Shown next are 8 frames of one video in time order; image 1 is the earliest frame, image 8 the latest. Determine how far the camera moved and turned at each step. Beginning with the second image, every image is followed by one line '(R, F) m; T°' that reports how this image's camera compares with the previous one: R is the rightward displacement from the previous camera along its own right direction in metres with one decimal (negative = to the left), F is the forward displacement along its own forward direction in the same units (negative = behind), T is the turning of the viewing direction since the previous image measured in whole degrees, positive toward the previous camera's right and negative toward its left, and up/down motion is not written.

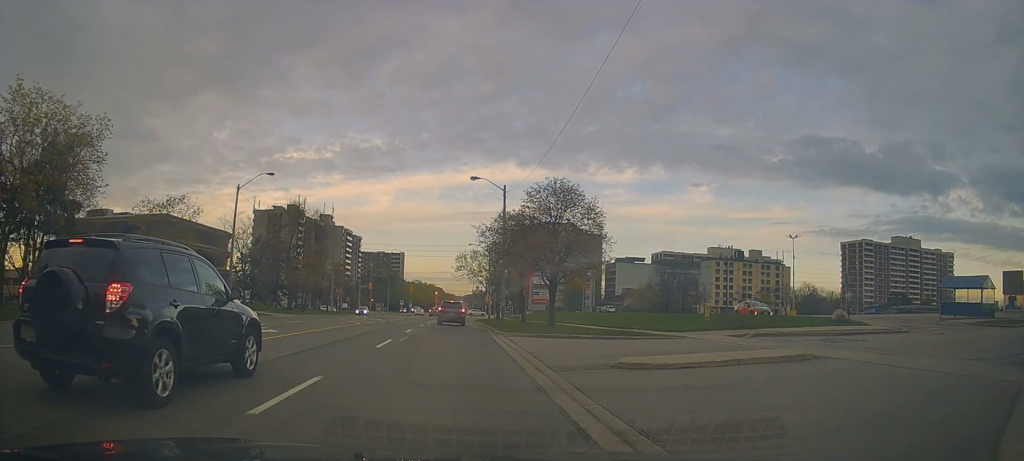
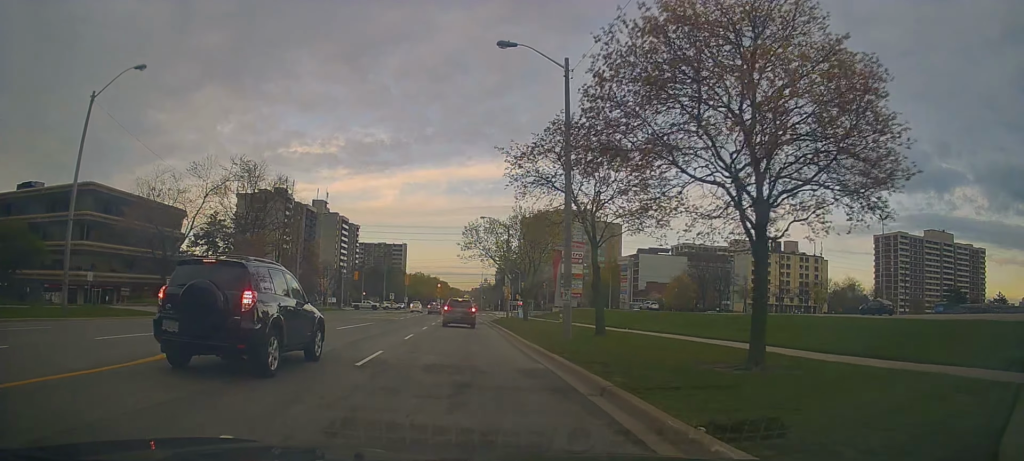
(-0.7, +23.3) m; -1°
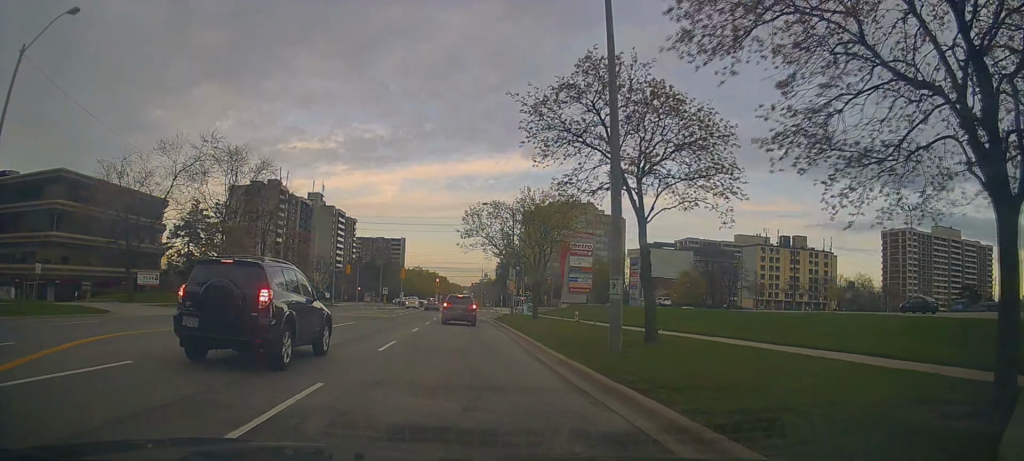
(+0.2, +6.3) m; +1°
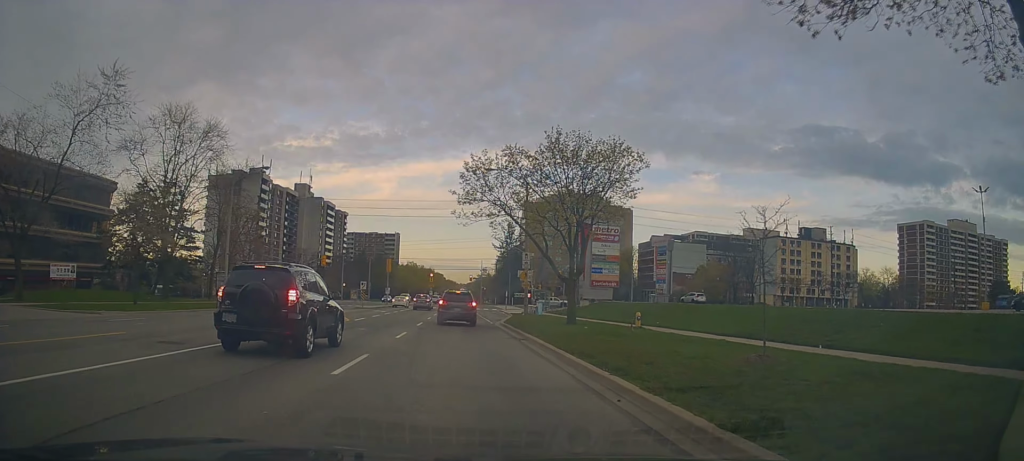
(0.0, +15.0) m; 0°
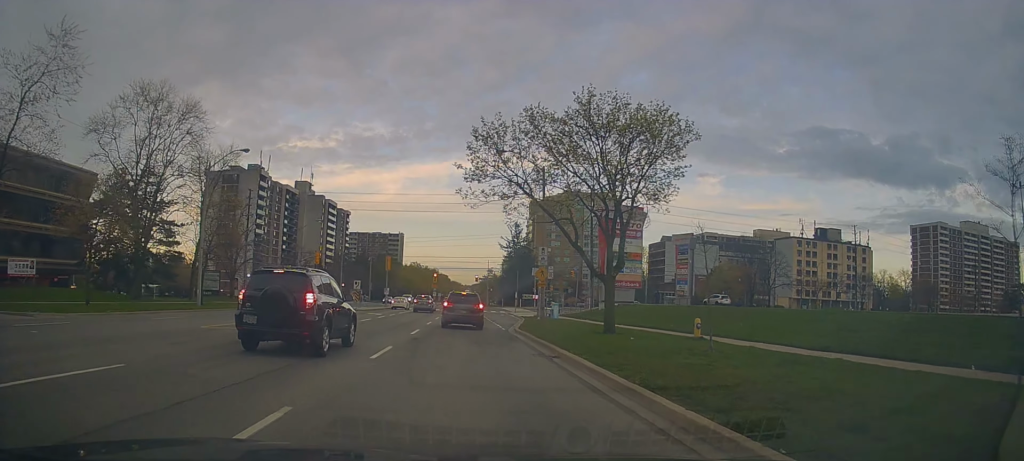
(0.0, +5.9) m; -1°
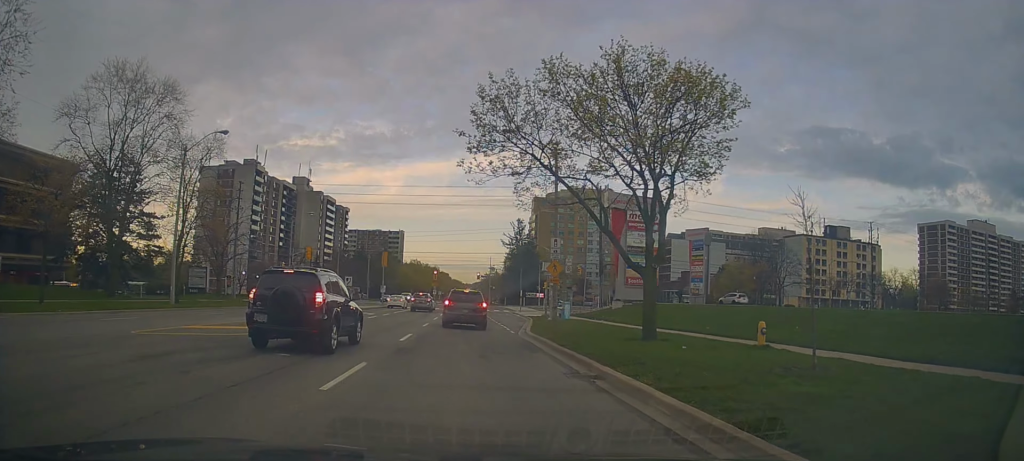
(0.0, +4.4) m; -1°
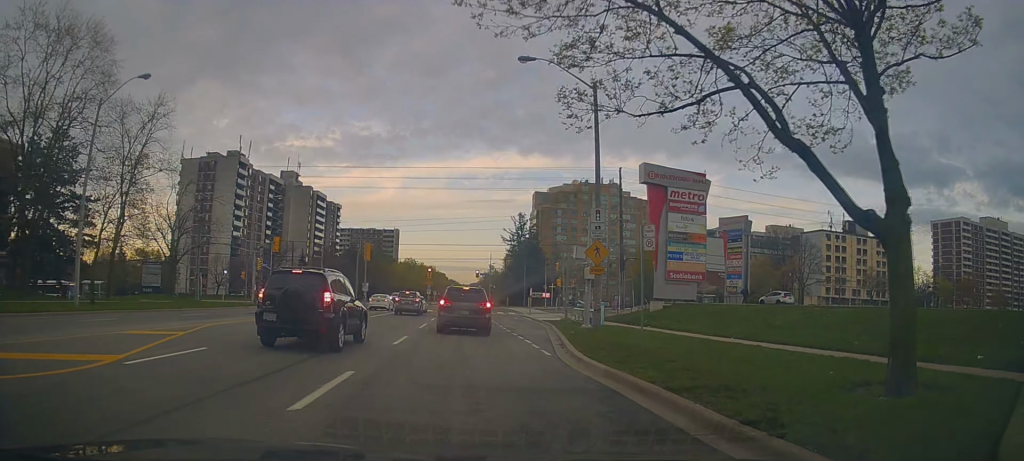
(-0.1, +10.9) m; +2°
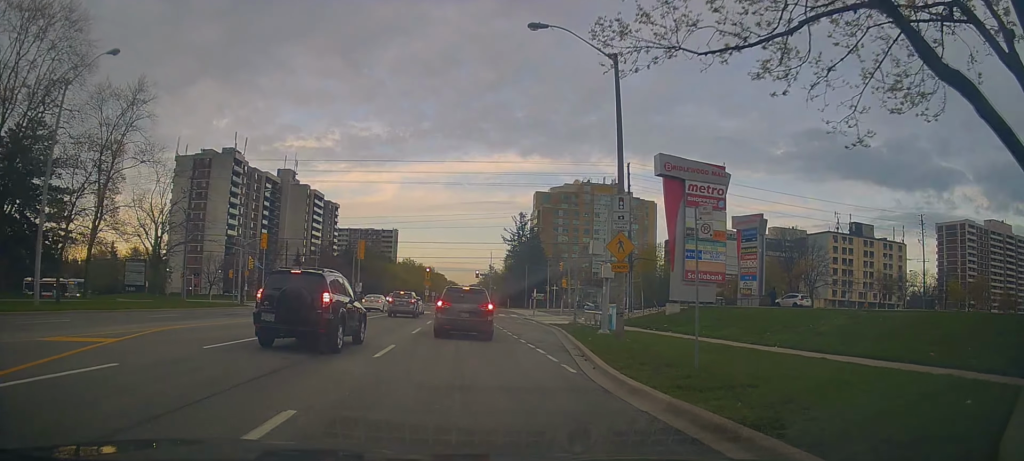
(0.0, +3.4) m; +2°
